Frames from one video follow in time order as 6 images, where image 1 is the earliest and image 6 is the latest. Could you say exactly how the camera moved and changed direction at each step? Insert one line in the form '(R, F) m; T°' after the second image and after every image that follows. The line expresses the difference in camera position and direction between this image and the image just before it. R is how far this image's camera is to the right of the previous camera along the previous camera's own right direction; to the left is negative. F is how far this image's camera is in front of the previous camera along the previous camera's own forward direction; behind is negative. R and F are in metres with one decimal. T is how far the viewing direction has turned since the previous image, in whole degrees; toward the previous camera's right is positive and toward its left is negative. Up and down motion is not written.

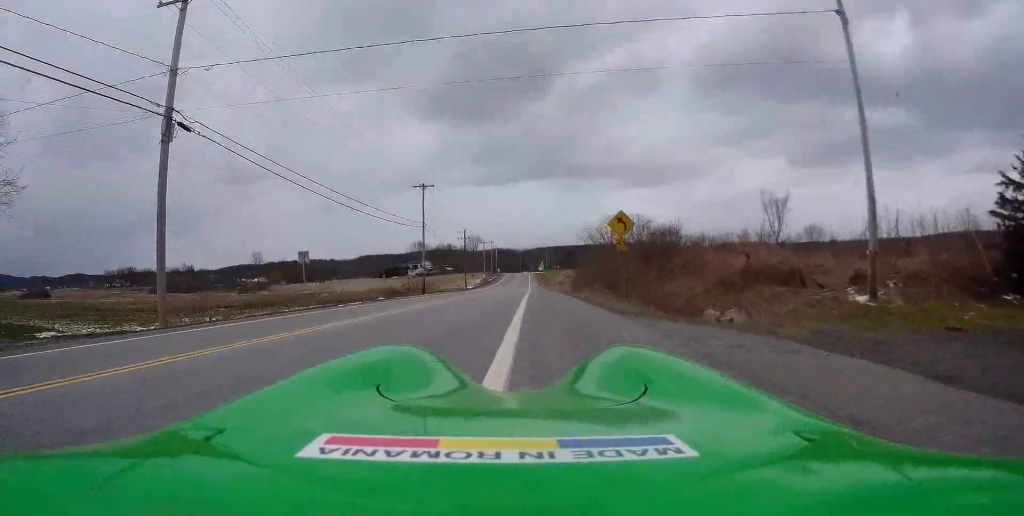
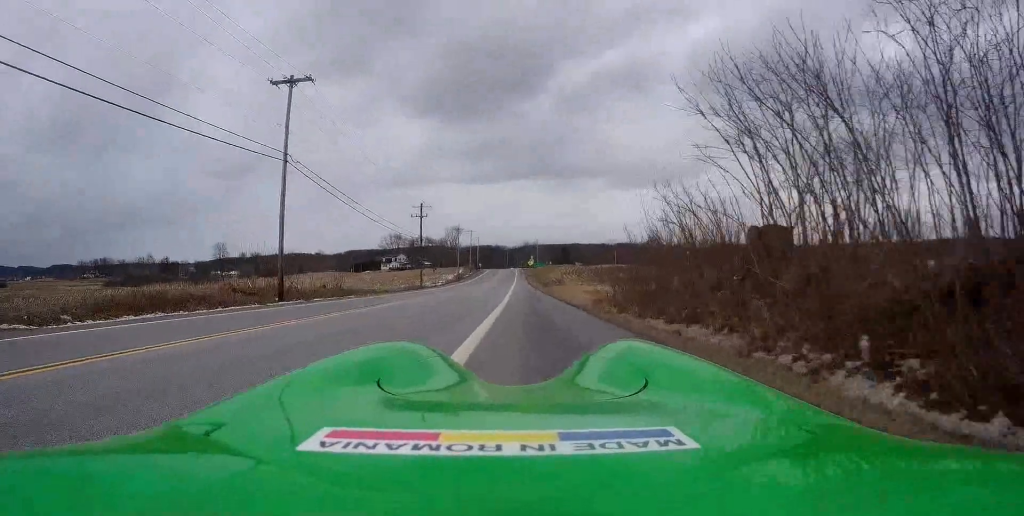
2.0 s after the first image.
(0.0, +35.7) m; -1°
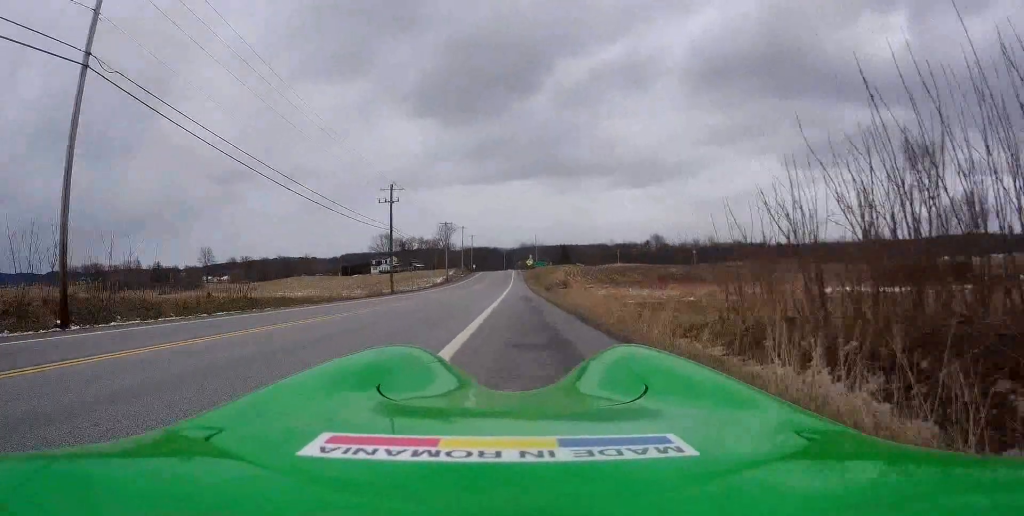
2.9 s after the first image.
(-0.3, +15.6) m; 0°
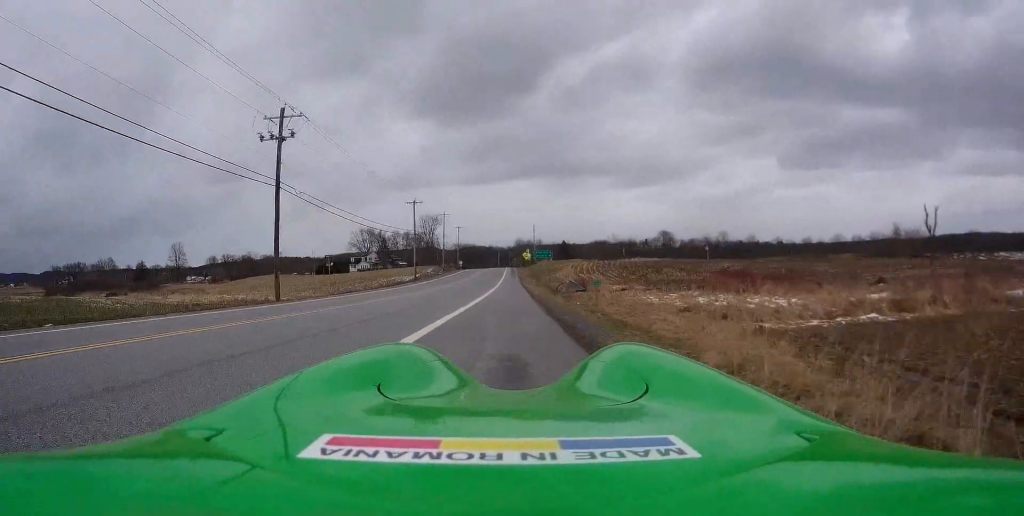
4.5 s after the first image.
(+0.1, +28.6) m; 0°
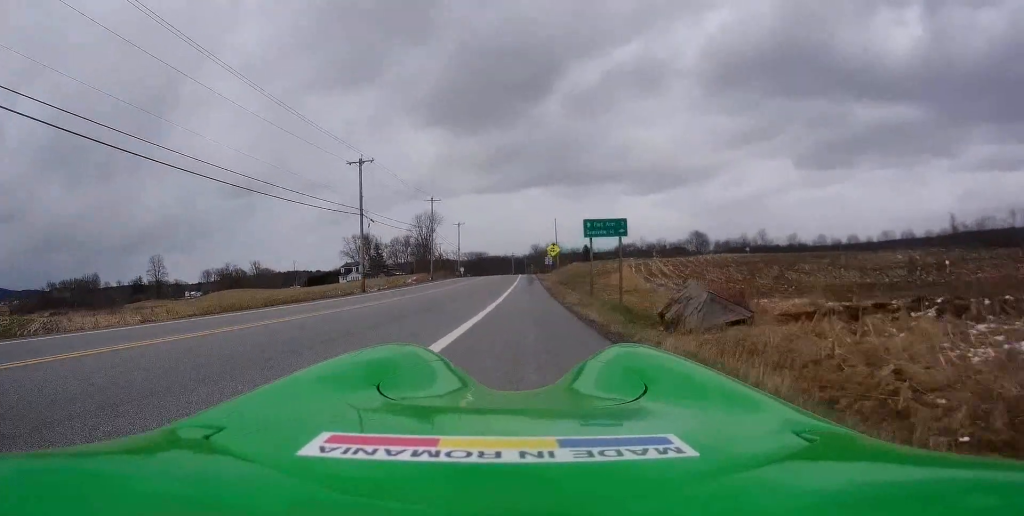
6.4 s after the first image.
(+0.2, +34.3) m; -1°
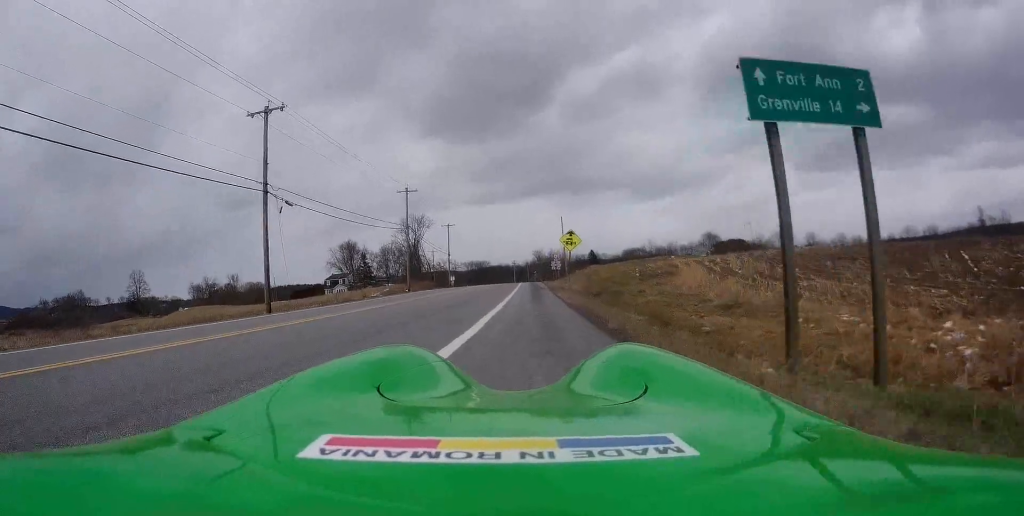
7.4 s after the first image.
(-0.3, +18.3) m; 0°
